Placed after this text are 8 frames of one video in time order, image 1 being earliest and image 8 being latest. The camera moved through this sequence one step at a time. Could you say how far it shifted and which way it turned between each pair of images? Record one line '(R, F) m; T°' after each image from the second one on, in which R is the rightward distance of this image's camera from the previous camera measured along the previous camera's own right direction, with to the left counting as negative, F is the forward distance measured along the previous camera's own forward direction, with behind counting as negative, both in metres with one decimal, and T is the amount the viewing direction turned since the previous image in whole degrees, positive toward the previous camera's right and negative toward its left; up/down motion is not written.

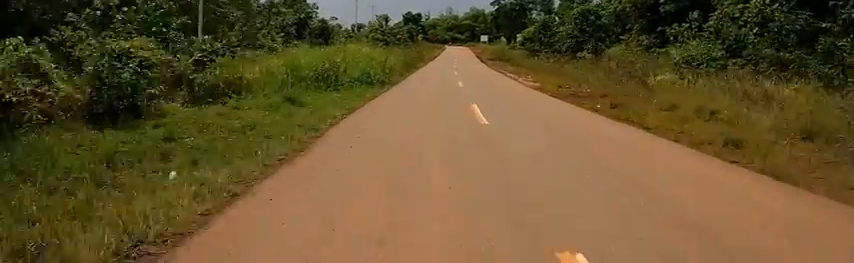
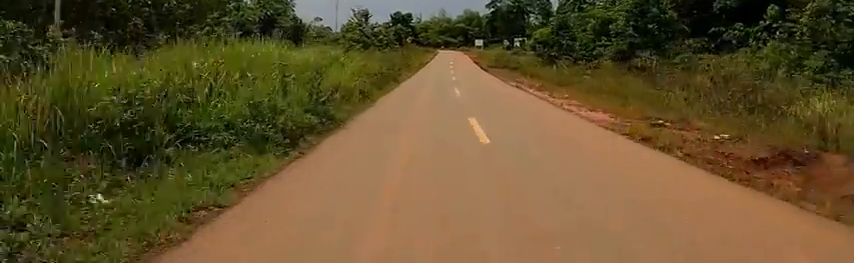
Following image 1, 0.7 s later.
(-0.5, +8.9) m; -2°
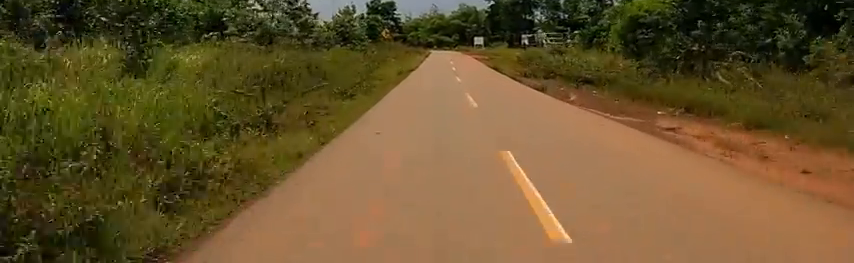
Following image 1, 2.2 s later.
(+1.4, +19.4) m; +7°
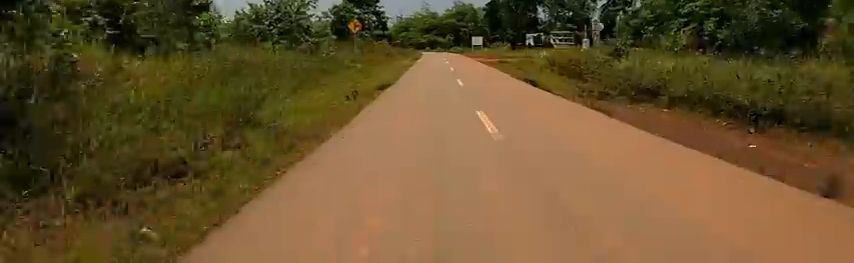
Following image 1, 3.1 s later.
(+0.3, +11.9) m; -2°
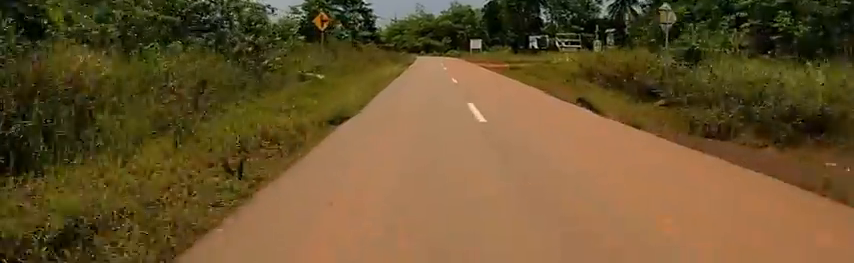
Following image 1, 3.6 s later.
(+0.3, +5.9) m; -3°
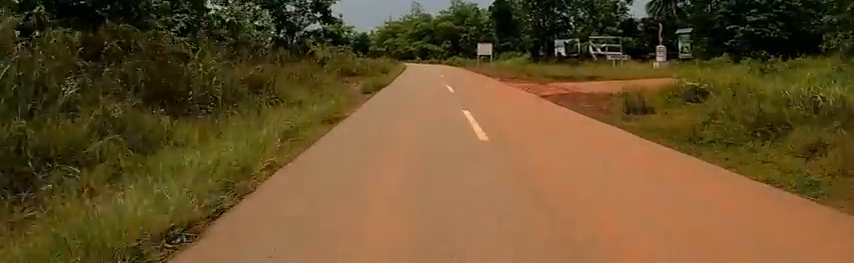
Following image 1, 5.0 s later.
(-0.4, +17.4) m; +4°
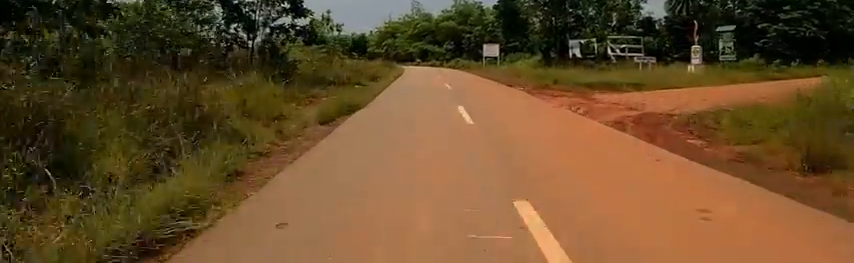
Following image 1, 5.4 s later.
(+0.7, +6.0) m; +2°
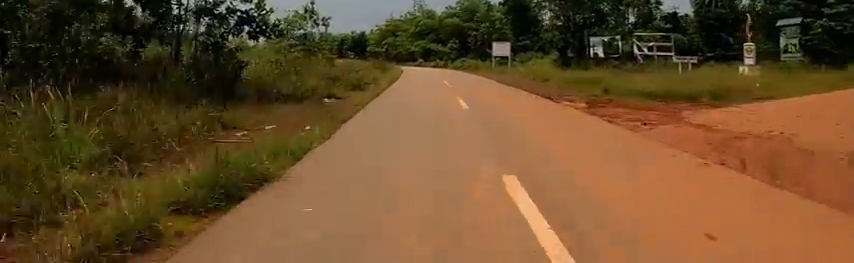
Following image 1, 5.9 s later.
(-0.1, +6.5) m; -1°
